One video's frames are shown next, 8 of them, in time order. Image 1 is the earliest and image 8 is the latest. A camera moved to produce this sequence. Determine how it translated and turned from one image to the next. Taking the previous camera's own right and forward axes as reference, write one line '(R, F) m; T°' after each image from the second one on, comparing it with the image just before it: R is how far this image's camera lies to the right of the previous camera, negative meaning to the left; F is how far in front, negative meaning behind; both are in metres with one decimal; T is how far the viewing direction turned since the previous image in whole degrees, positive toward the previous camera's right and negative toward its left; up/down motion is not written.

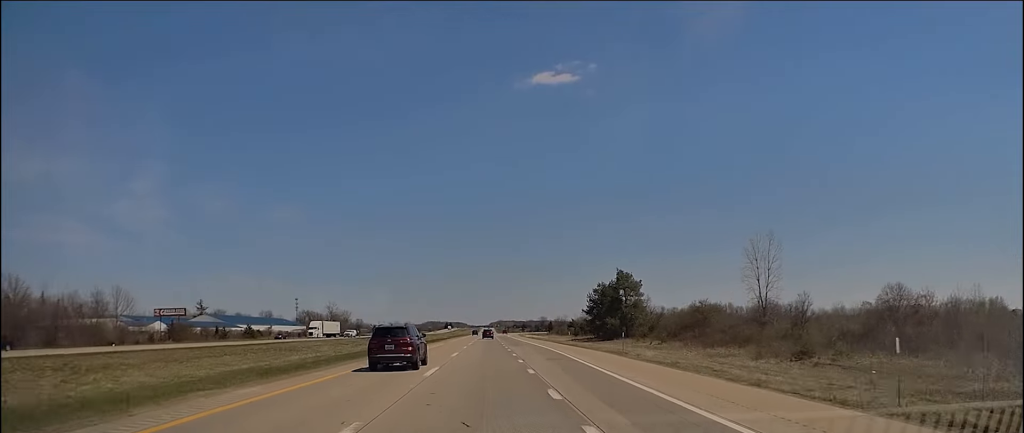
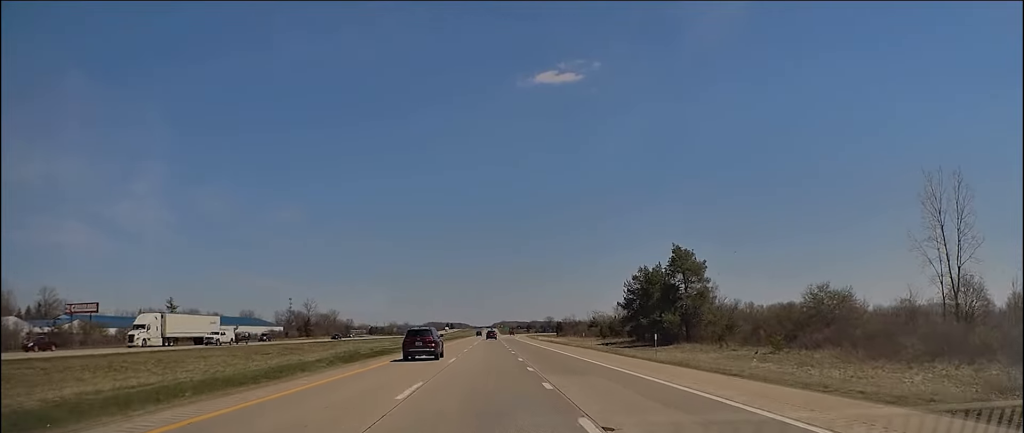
(-0.4, +36.6) m; -1°
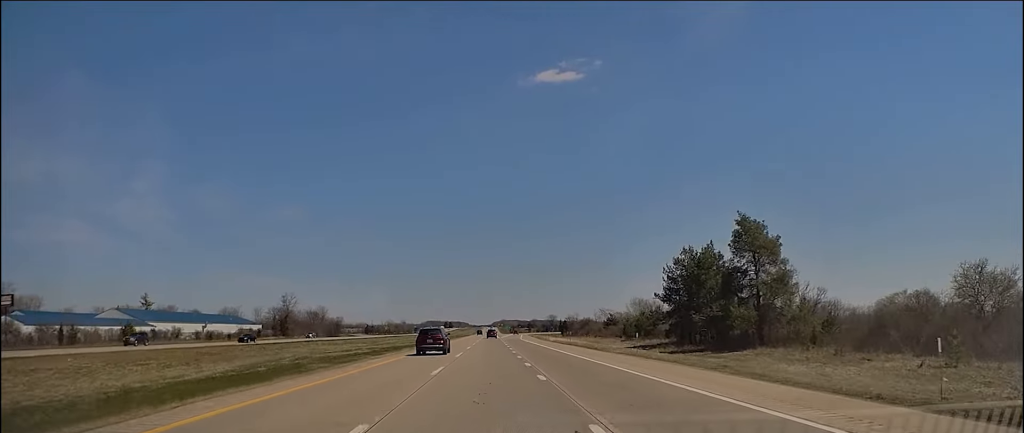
(0.0, +24.2) m; 0°
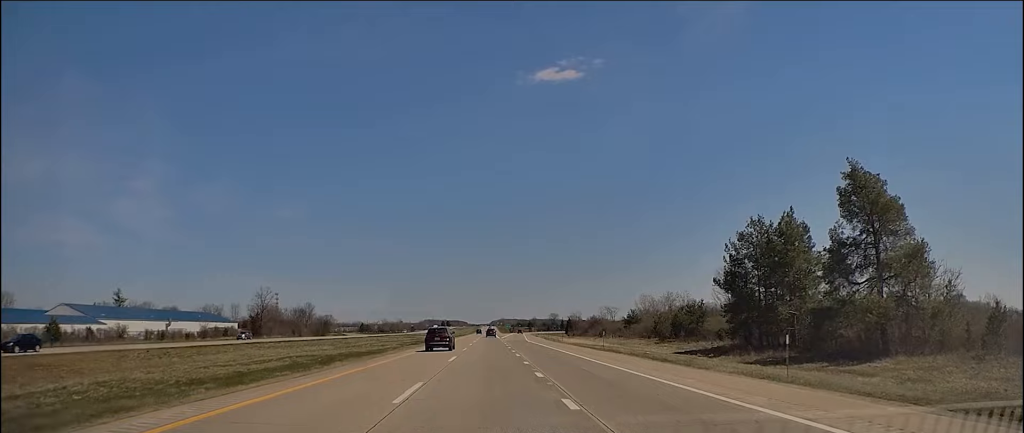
(0.0, +22.2) m; 0°
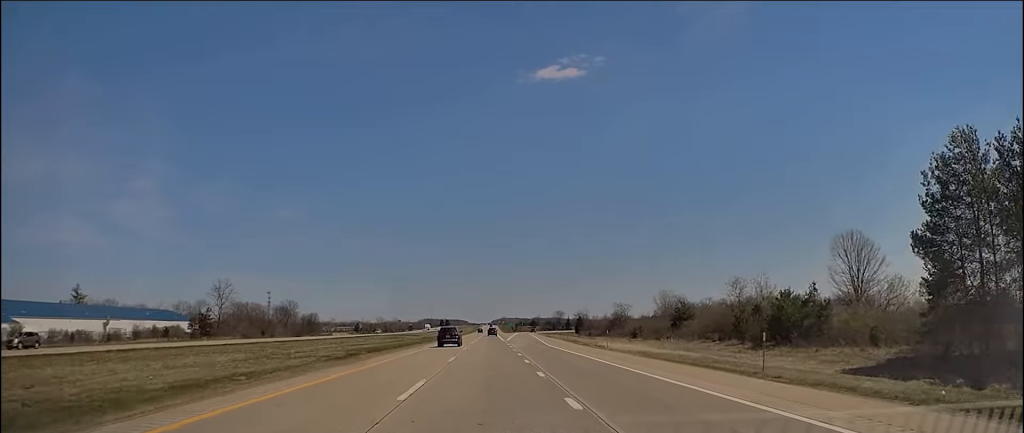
(0.0, +30.7) m; 0°
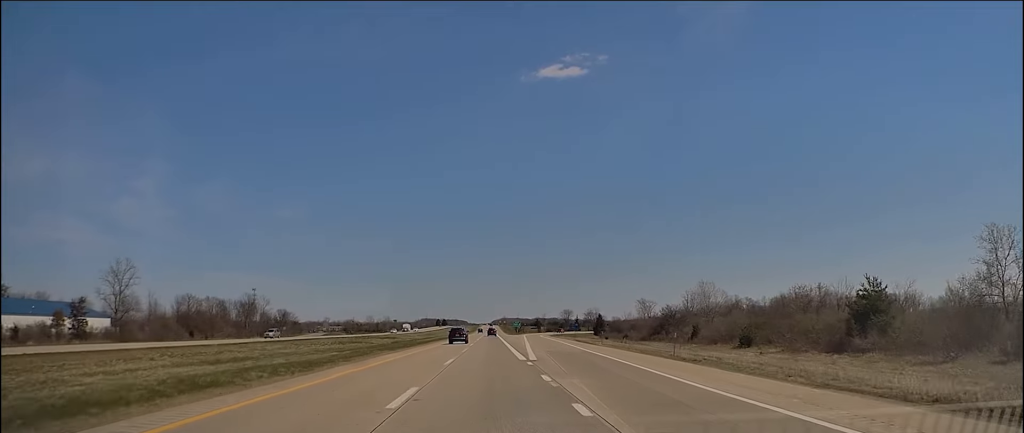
(+0.4, +46.9) m; +1°
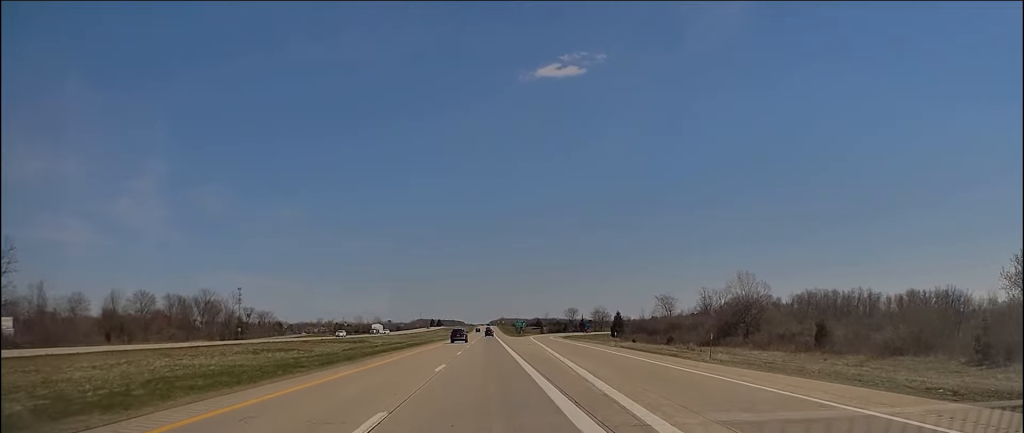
(+0.4, +34.7) m; 0°
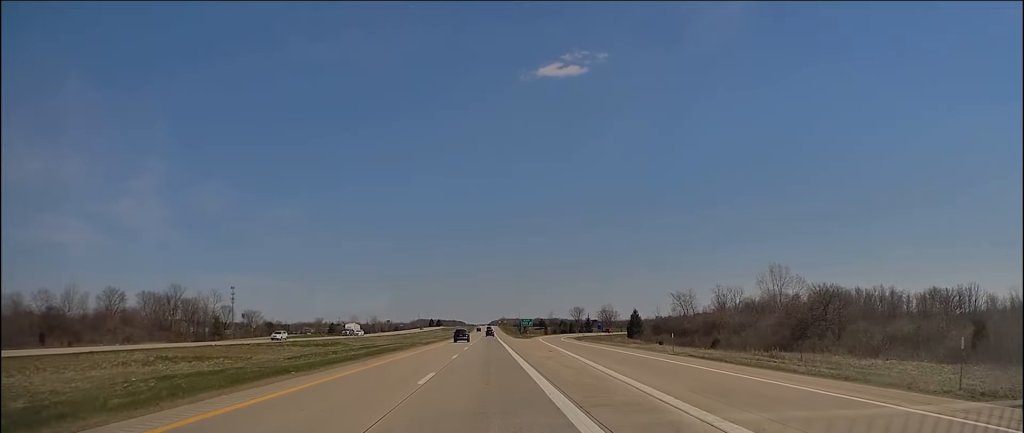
(0.0, +20.2) m; -1°
